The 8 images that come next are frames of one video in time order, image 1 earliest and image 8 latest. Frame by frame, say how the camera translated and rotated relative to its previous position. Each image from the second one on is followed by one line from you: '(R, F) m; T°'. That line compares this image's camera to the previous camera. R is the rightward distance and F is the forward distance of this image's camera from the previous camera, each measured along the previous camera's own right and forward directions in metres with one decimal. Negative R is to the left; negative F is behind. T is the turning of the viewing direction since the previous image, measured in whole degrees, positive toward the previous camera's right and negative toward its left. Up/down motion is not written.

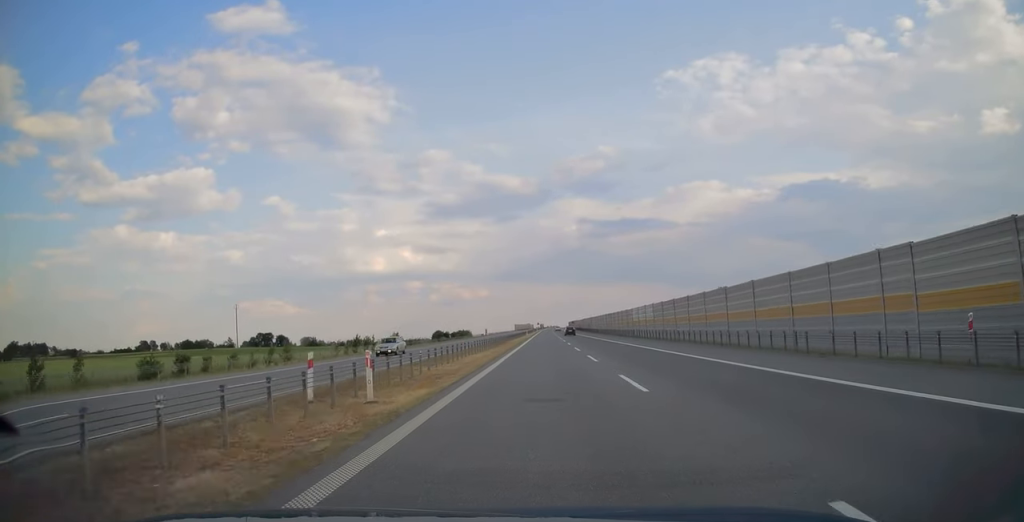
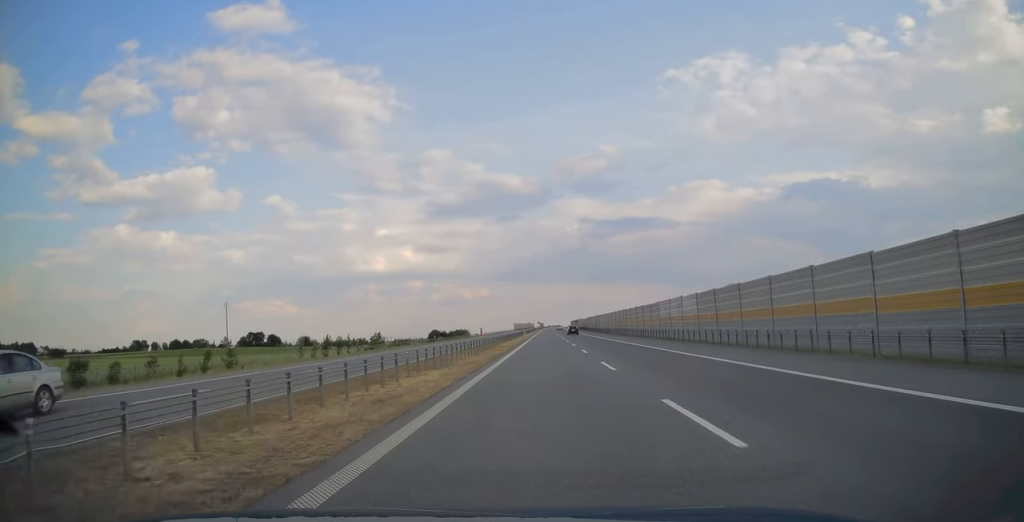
(0.0, +17.3) m; 0°
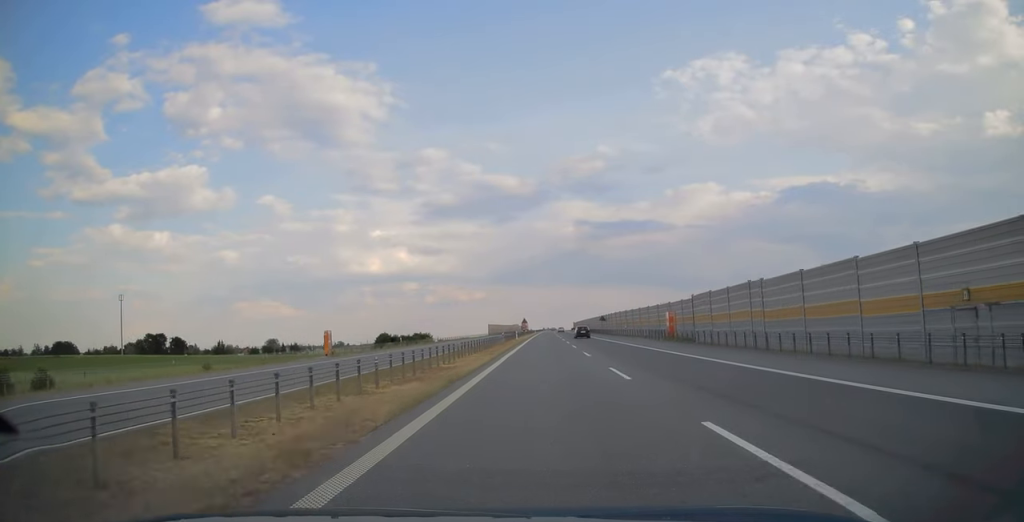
(-0.2, +122.4) m; 0°
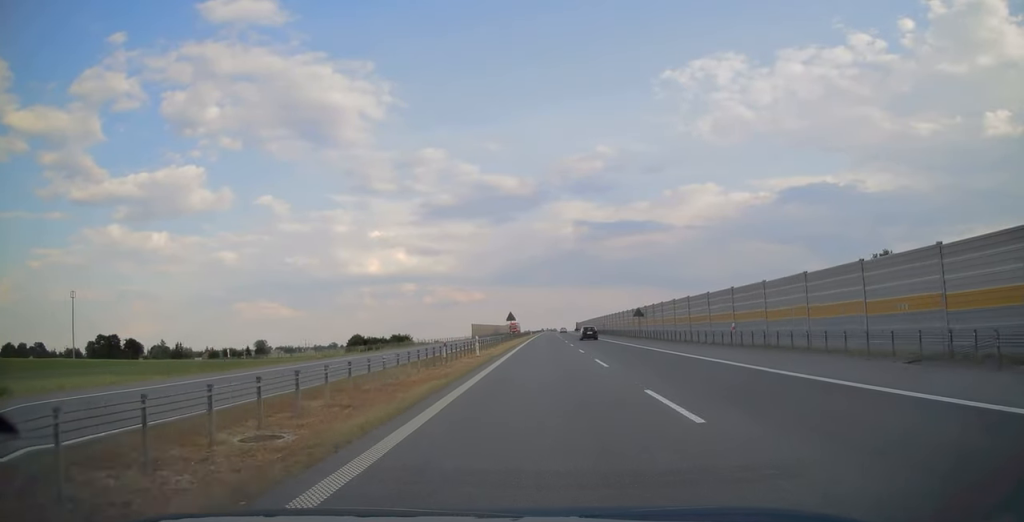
(0.0, +43.3) m; 0°
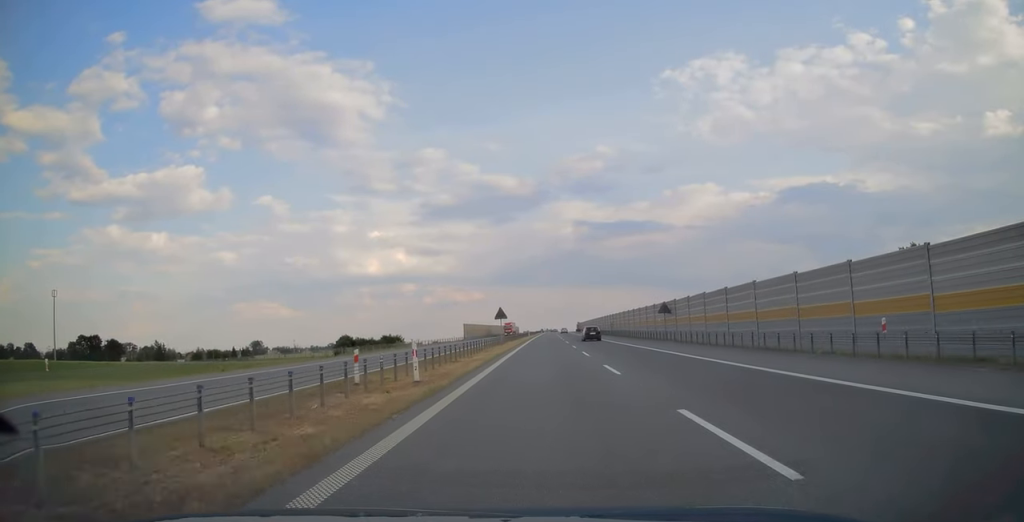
(-0.1, +15.1) m; 0°
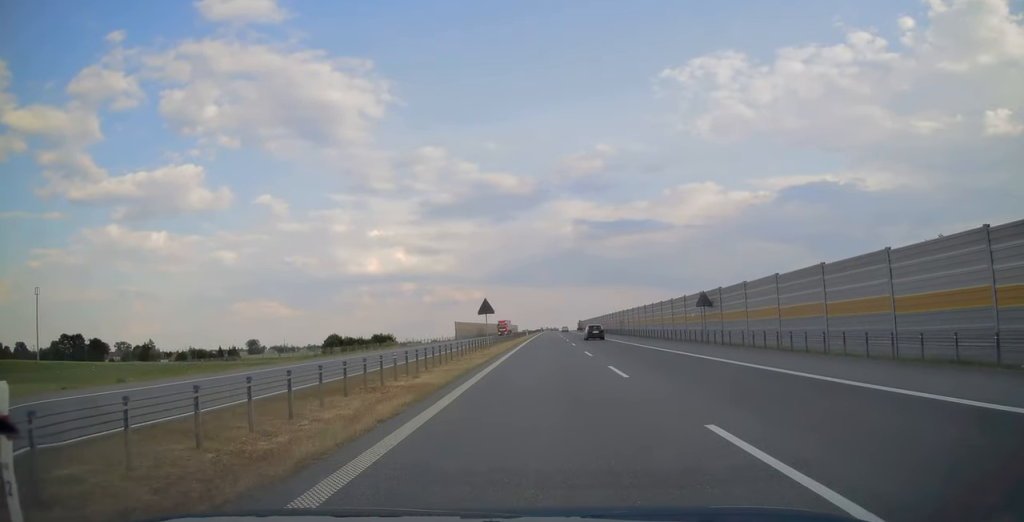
(0.0, +13.5) m; 0°
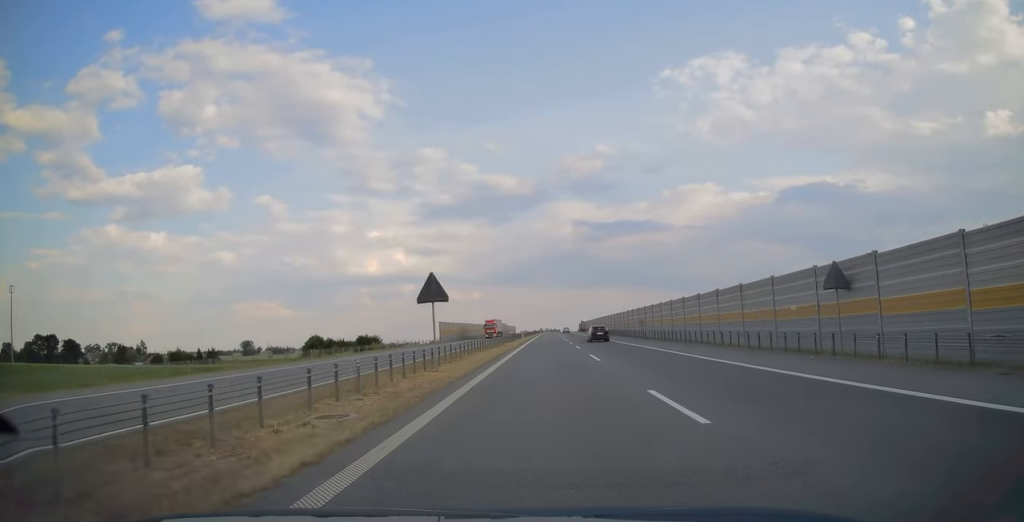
(0.0, +19.1) m; 0°
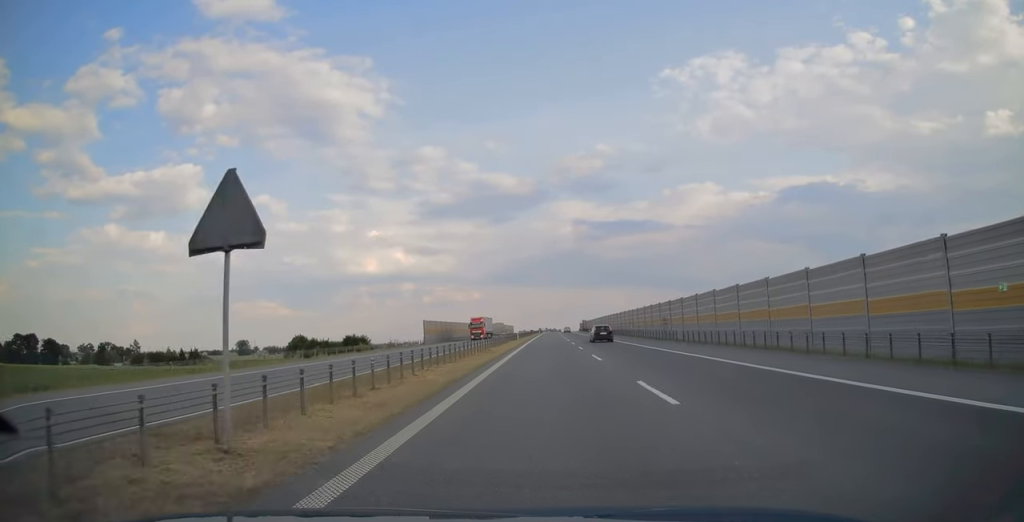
(0.0, +14.1) m; 0°
